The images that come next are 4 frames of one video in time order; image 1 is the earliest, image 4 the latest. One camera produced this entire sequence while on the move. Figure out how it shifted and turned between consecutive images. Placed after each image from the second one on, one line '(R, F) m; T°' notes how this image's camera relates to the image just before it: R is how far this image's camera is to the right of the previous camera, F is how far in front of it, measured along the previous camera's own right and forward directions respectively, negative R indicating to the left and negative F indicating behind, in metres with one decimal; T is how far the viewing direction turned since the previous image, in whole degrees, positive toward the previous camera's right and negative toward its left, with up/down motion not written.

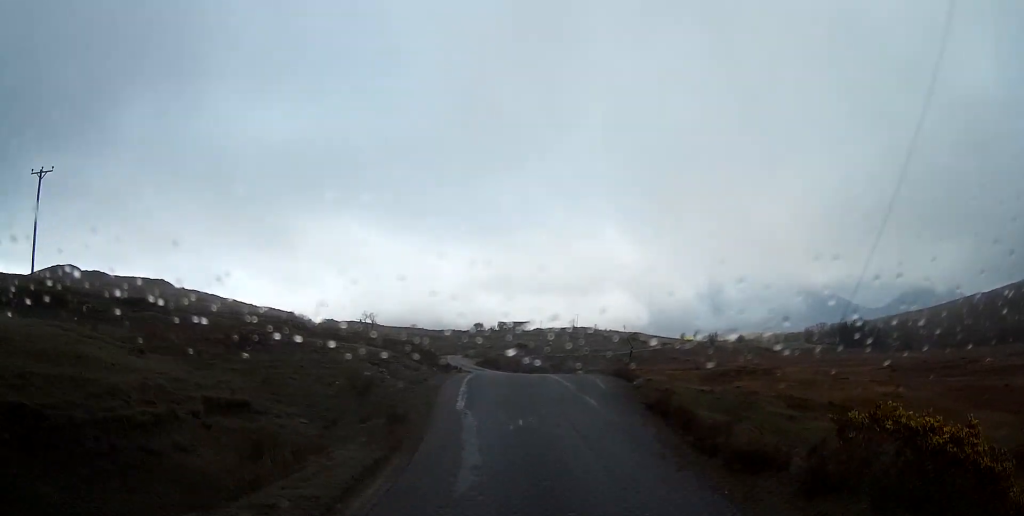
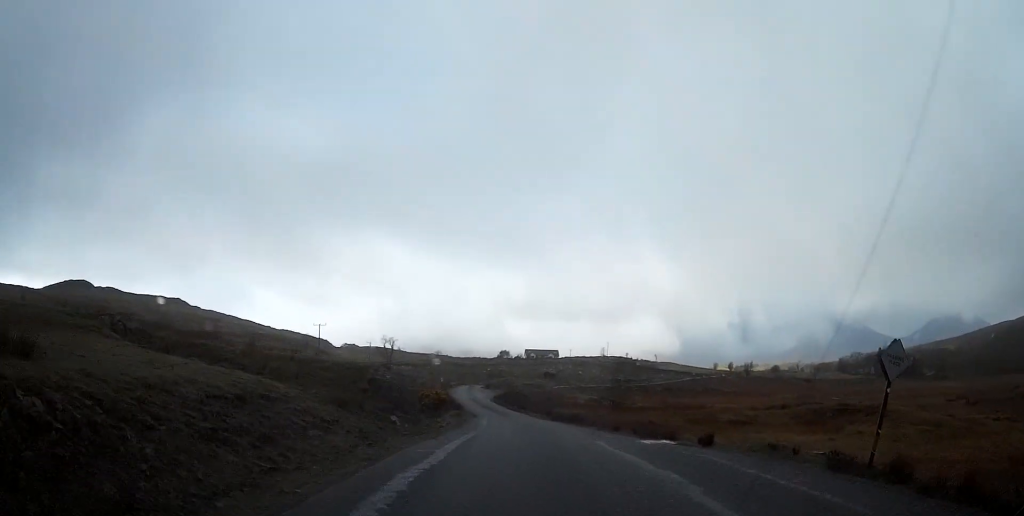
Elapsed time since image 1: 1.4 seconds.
(-0.4, +20.9) m; -2°
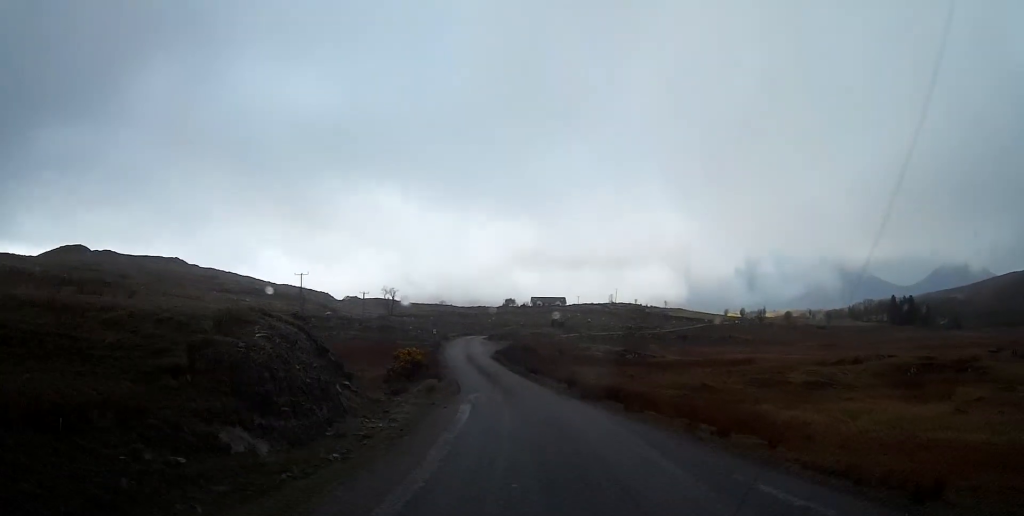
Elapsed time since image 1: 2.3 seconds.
(-0.1, +13.9) m; -1°
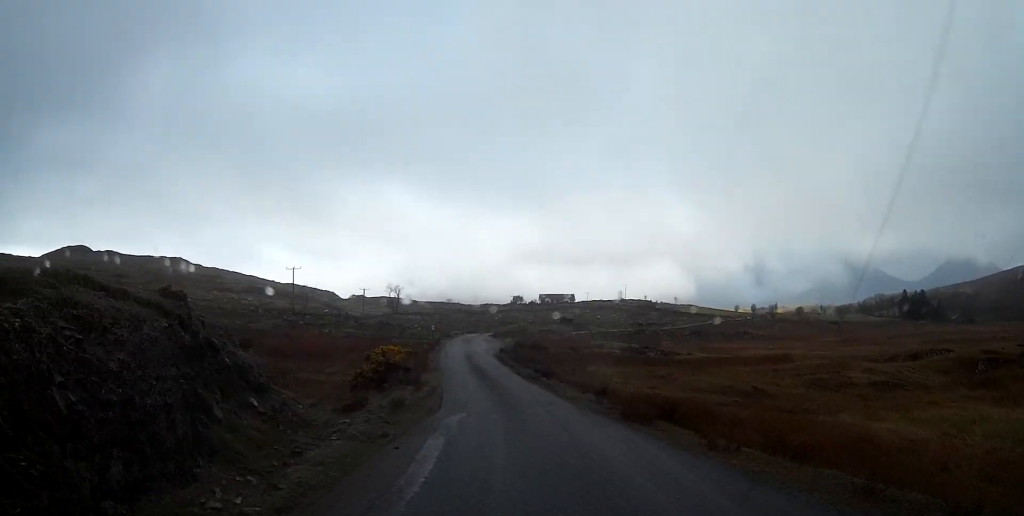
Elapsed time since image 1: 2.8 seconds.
(0.0, +7.8) m; -1°
